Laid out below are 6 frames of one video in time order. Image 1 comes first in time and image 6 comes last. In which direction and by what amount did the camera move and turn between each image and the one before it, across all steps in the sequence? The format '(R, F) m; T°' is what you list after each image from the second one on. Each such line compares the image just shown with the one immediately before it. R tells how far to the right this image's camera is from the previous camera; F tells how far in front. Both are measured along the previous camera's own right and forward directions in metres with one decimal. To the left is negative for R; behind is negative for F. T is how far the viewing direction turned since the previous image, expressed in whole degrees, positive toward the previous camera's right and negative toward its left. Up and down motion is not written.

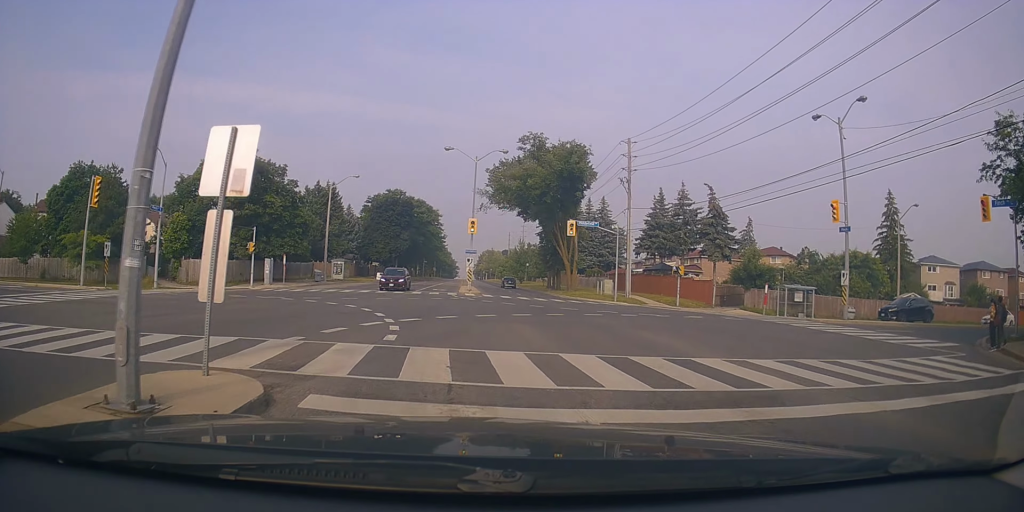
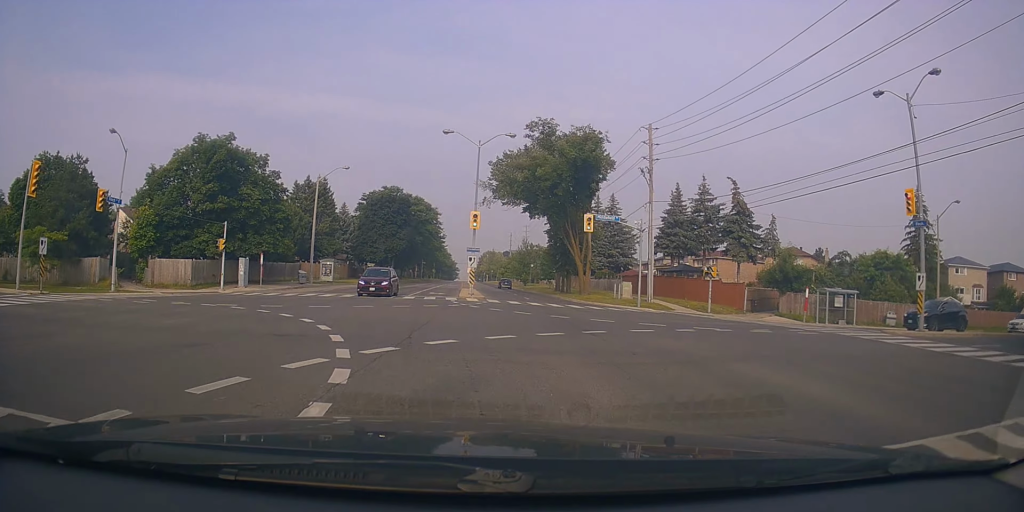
(-0.7, +6.1) m; -10°
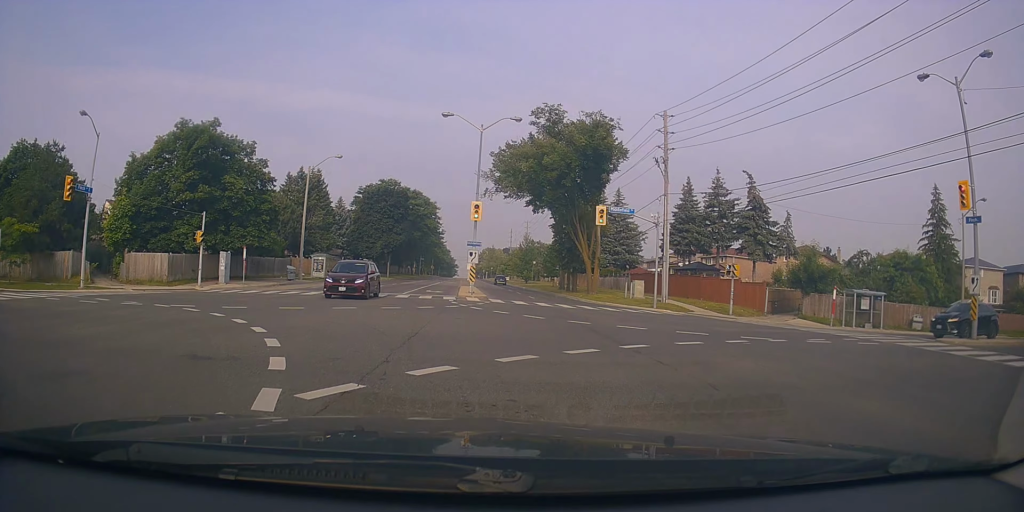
(-0.3, +3.7) m; +5°
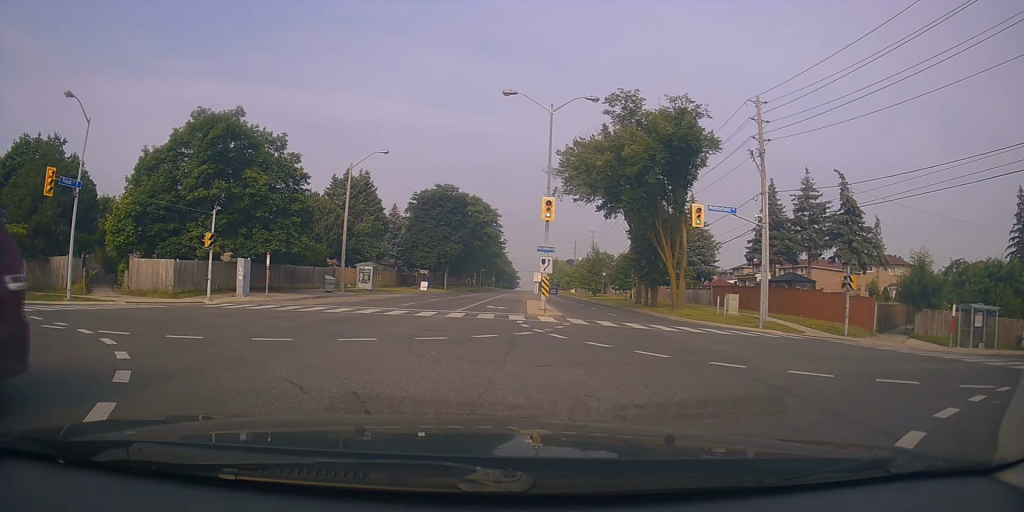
(+0.4, +6.5) m; -4°
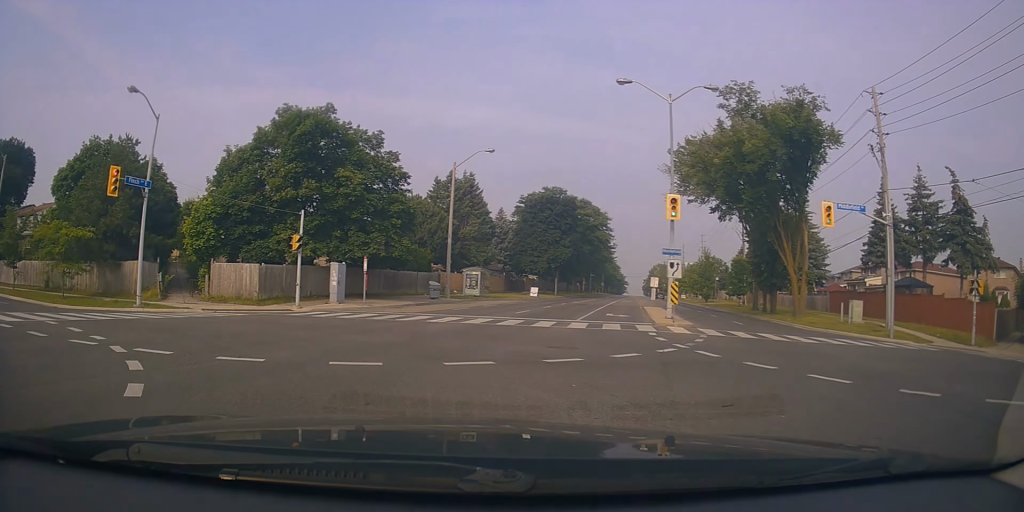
(+0.3, +2.5) m; -14°
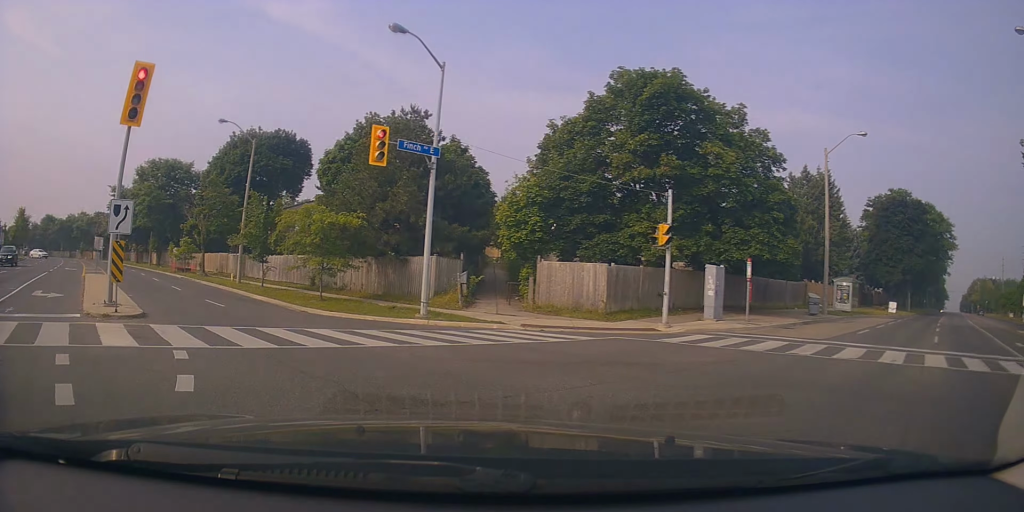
(-2.9, +6.8) m; -37°
